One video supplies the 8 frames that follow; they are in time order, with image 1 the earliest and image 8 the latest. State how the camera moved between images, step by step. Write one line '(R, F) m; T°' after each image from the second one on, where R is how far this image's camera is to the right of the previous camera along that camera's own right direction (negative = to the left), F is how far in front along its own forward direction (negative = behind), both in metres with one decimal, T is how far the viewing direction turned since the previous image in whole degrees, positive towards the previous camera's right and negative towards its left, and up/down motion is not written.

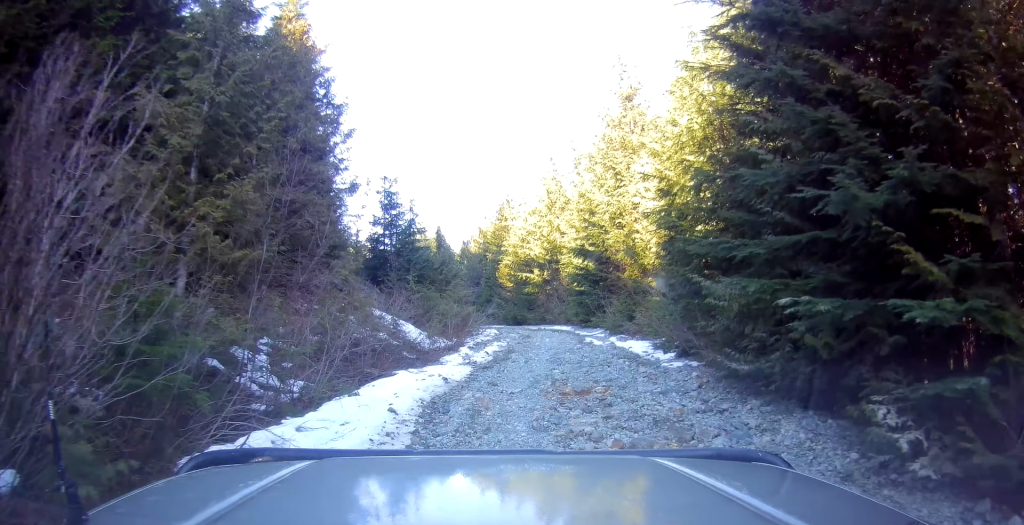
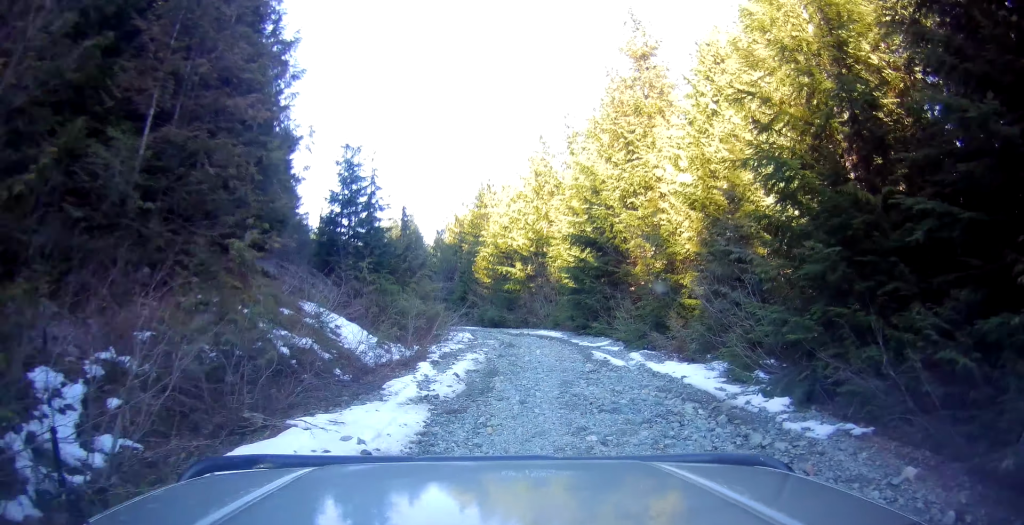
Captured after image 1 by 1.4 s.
(+1.3, +7.0) m; +16°
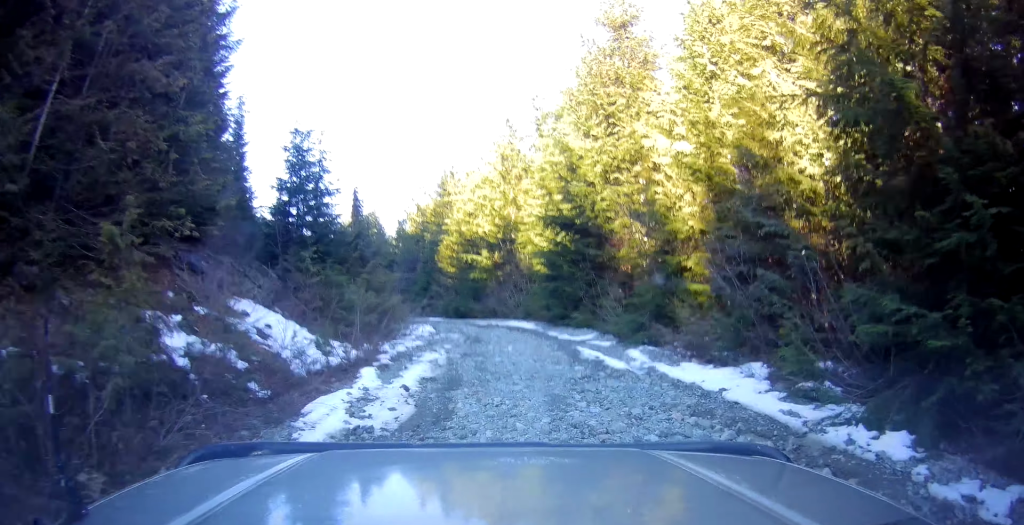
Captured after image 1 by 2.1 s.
(+0.2, +3.7) m; +2°
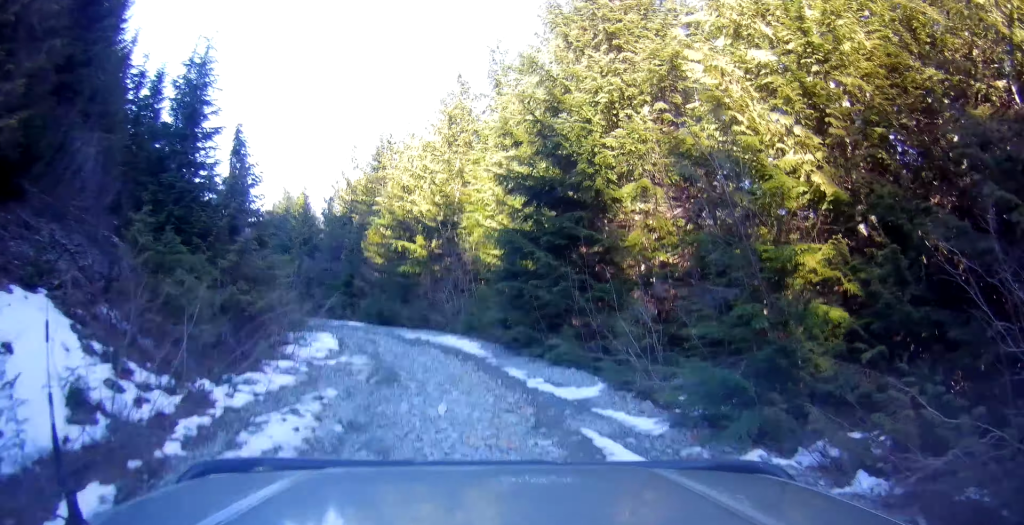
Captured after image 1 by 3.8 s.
(-0.9, +8.7) m; -2°
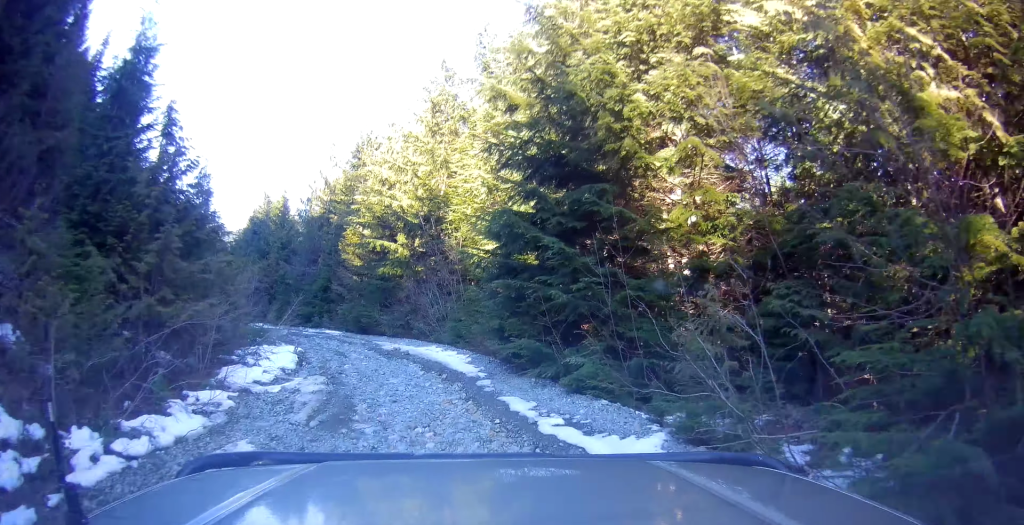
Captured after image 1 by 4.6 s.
(+0.6, +4.0) m; +7°
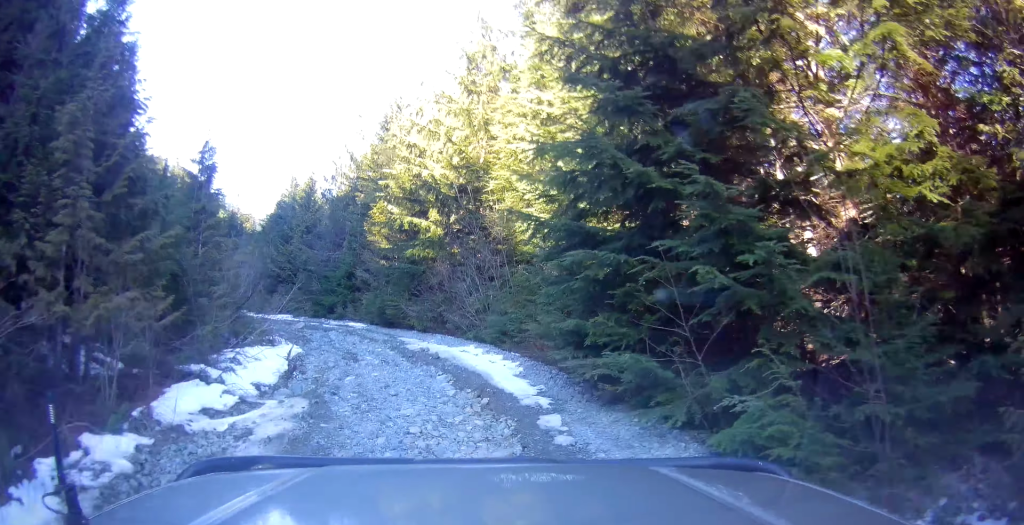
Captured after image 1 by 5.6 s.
(+0.2, +4.8) m; -1°
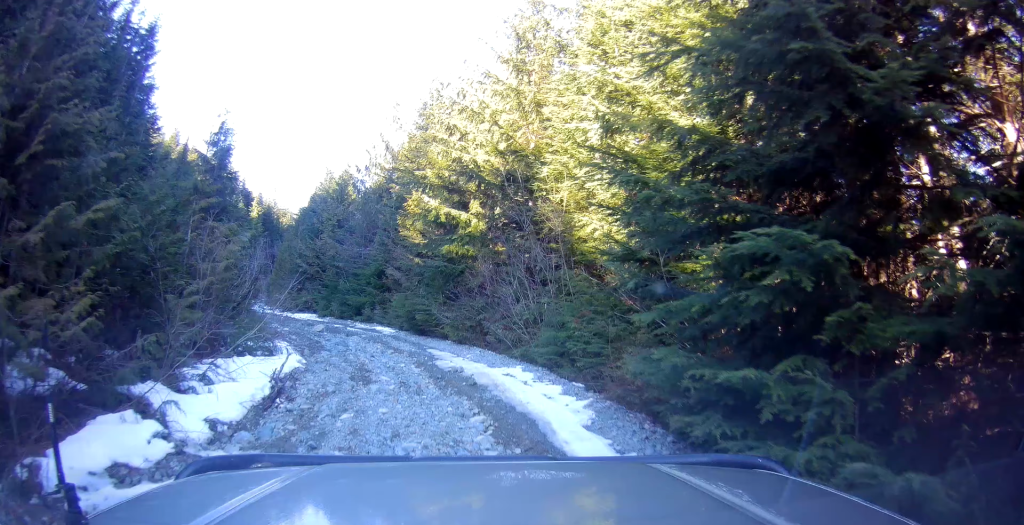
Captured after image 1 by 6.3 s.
(-0.2, +3.5) m; -2°
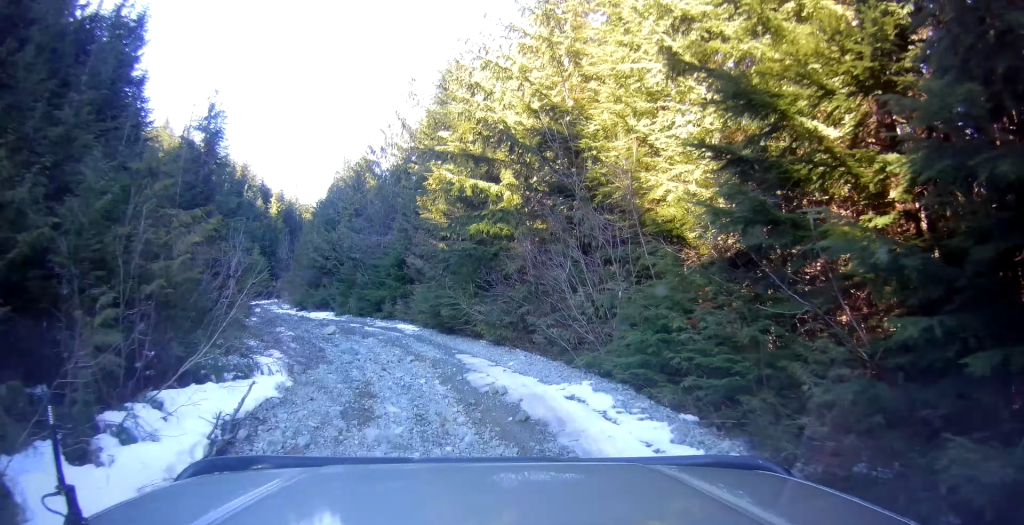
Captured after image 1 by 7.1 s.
(-0.1, +3.8) m; -1°
